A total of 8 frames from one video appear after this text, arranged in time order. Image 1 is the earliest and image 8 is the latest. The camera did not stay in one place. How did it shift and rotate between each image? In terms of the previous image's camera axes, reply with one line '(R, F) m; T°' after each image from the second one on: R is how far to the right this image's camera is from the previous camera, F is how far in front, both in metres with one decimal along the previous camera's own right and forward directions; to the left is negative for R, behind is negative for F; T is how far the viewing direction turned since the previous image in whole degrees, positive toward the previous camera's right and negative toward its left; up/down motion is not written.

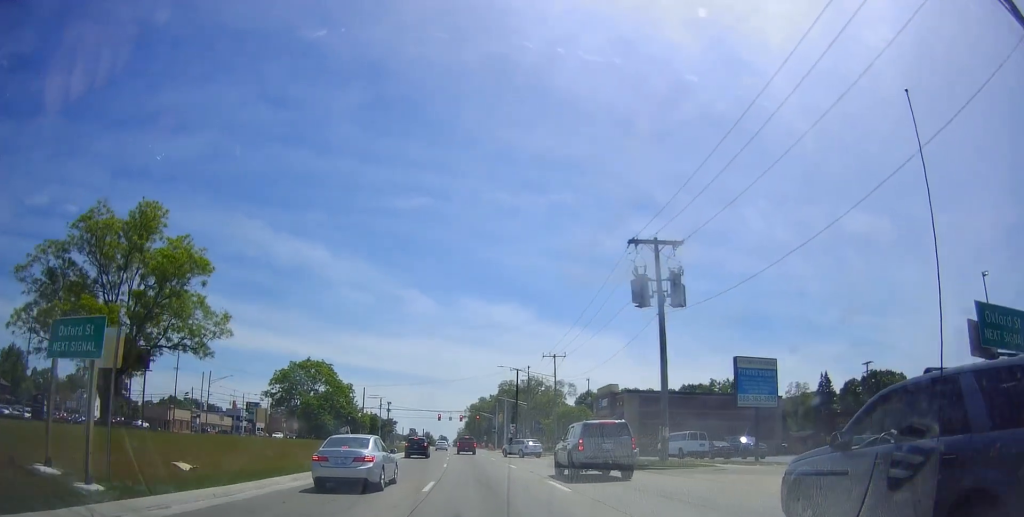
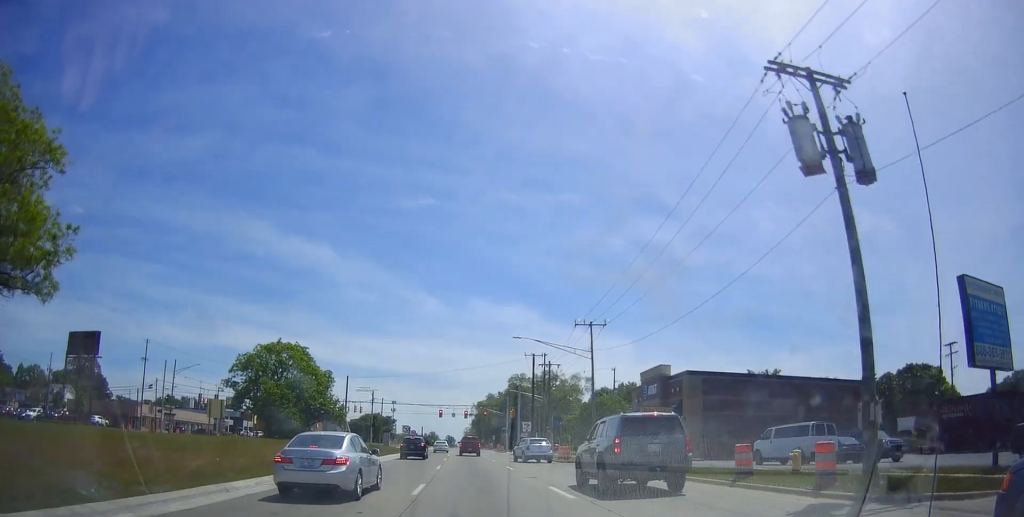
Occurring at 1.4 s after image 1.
(-0.4, +17.3) m; +1°
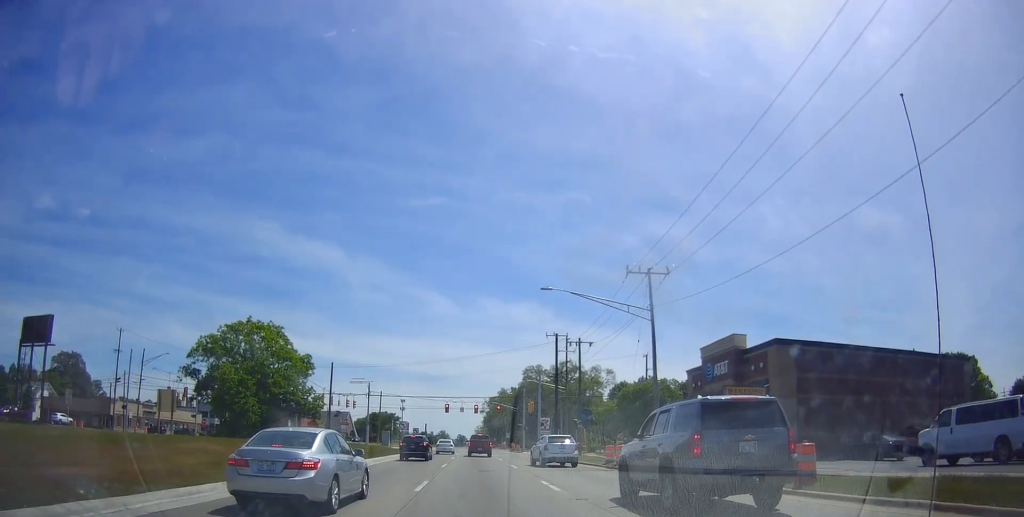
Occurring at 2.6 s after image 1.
(+0.5, +14.7) m; +2°
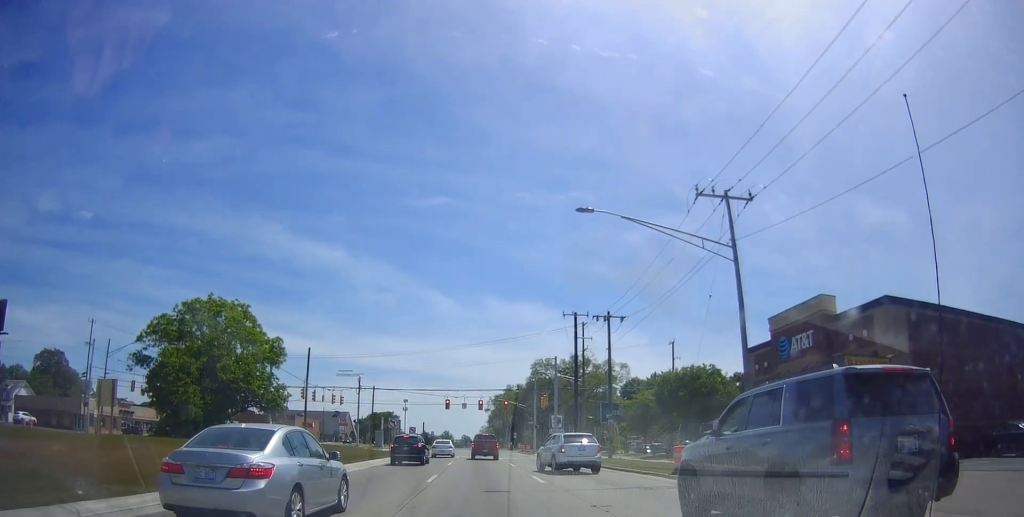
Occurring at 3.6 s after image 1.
(0.0, +11.8) m; 0°
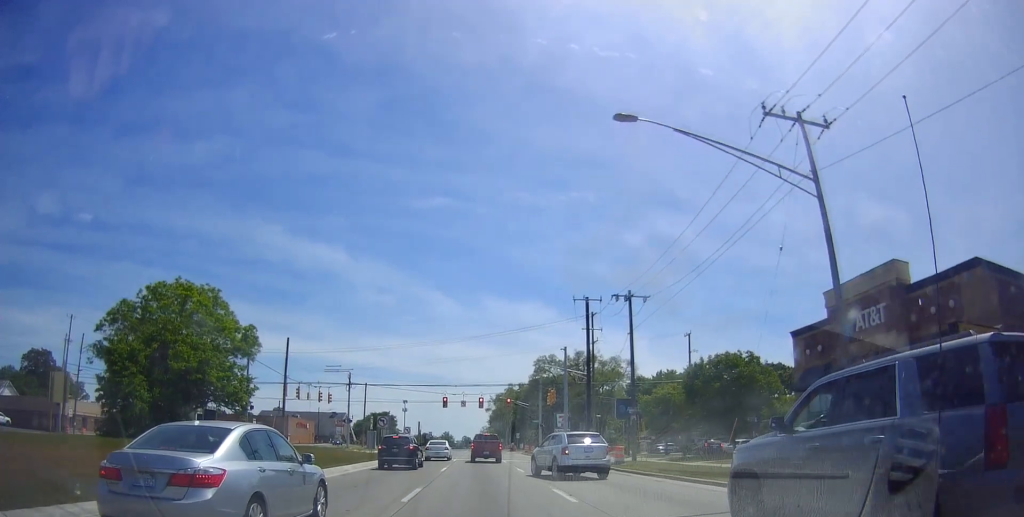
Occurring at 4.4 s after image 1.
(0.0, +7.5) m; 0°
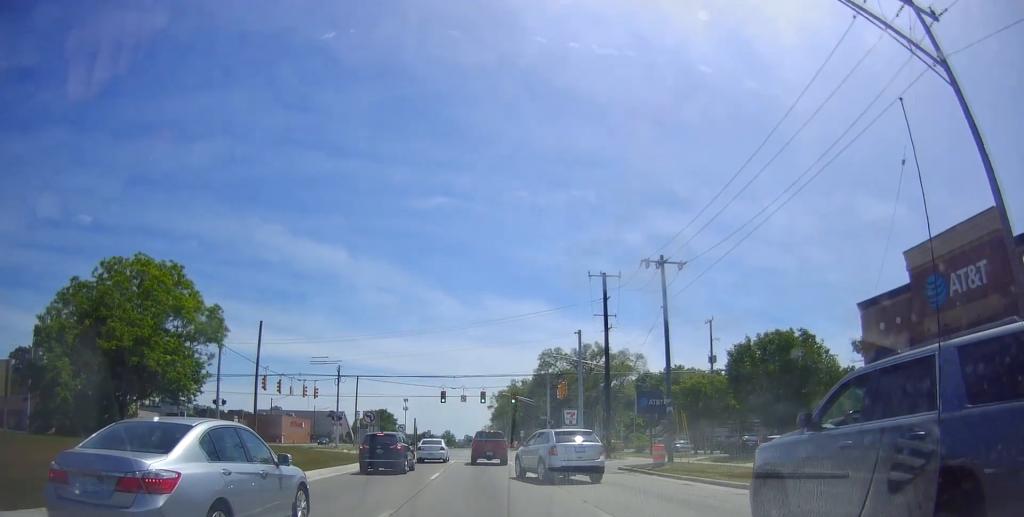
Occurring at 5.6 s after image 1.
(0.0, +10.0) m; 0°
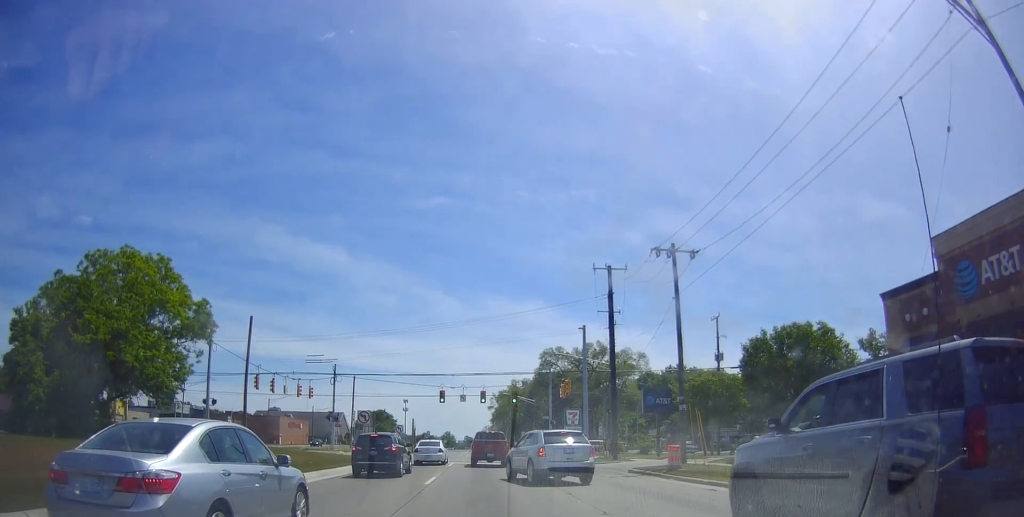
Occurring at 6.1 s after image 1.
(0.0, +4.1) m; 0°
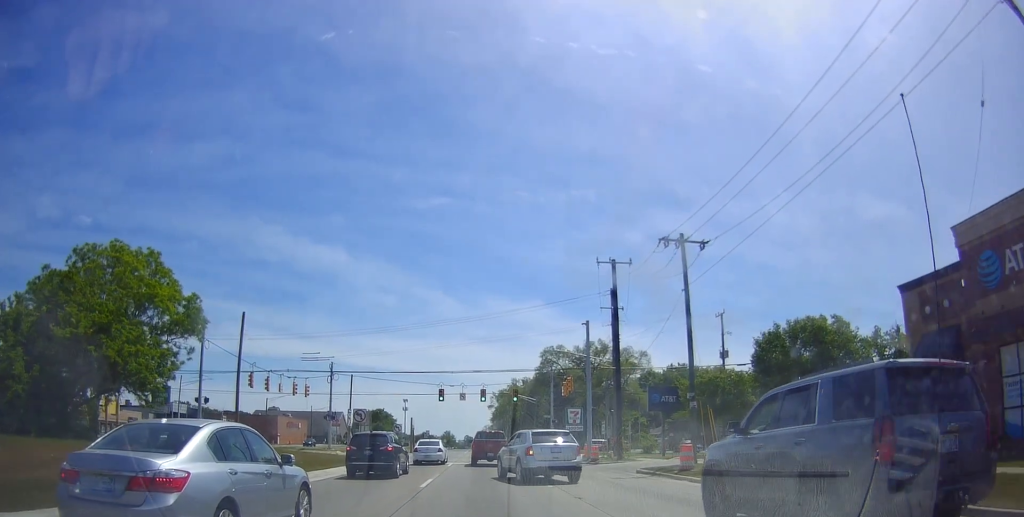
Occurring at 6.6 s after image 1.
(0.0, +3.7) m; 0°
